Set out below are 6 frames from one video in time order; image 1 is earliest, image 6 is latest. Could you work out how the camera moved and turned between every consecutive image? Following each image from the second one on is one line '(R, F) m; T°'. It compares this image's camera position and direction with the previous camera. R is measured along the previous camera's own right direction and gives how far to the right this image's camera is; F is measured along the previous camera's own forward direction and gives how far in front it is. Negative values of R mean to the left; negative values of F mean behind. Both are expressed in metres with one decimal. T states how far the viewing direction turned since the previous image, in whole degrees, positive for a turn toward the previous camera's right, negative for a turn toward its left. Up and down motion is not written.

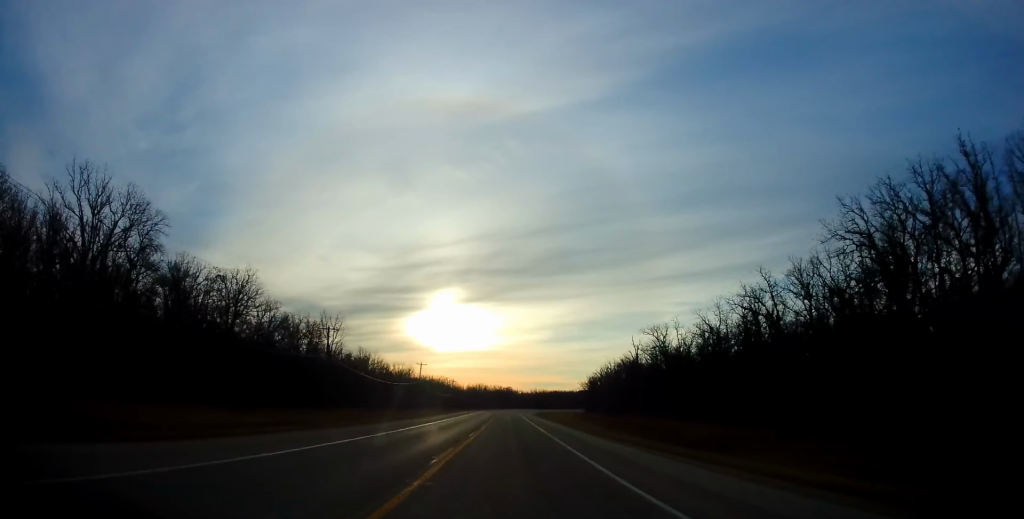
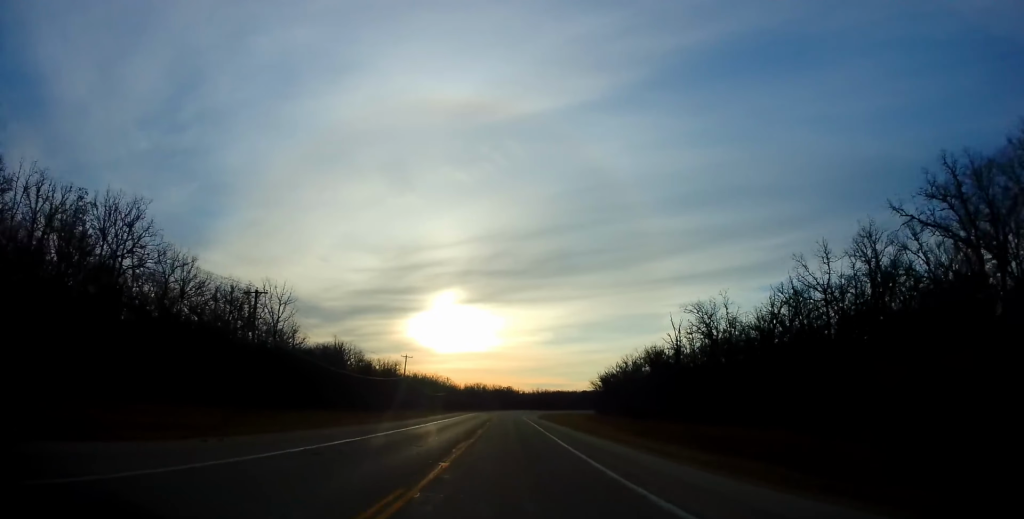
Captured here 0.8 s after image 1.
(+0.1, +20.8) m; 0°
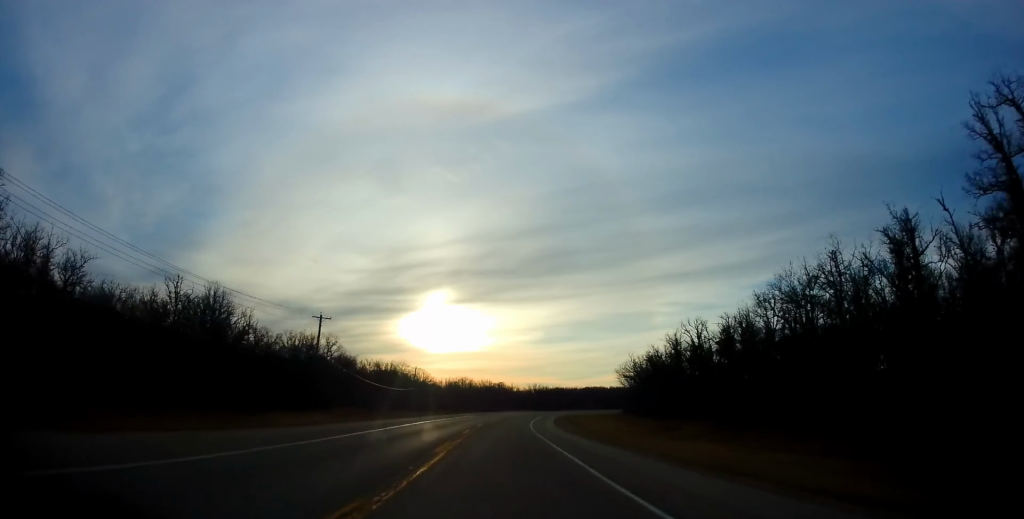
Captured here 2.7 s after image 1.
(0.0, +49.9) m; +1°
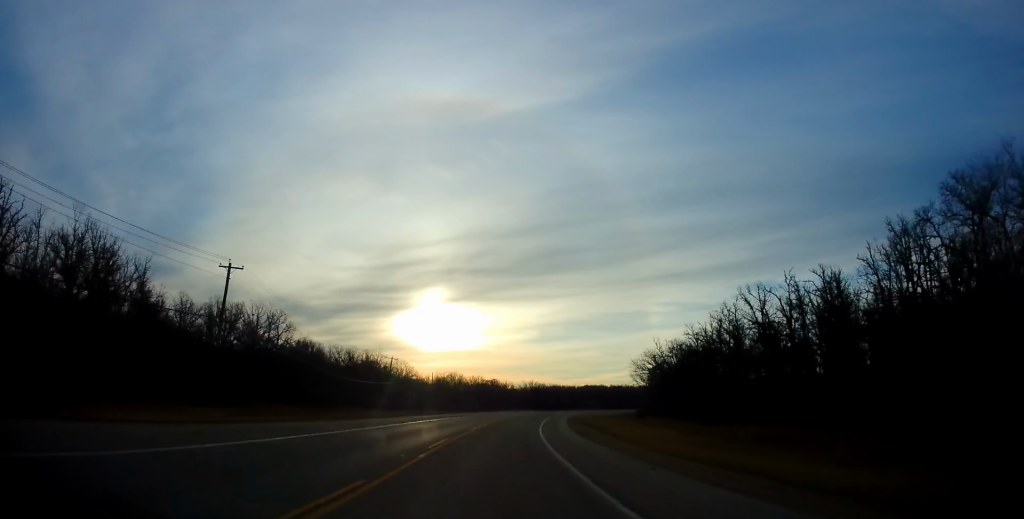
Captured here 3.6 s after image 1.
(+0.1, +22.3) m; +1°
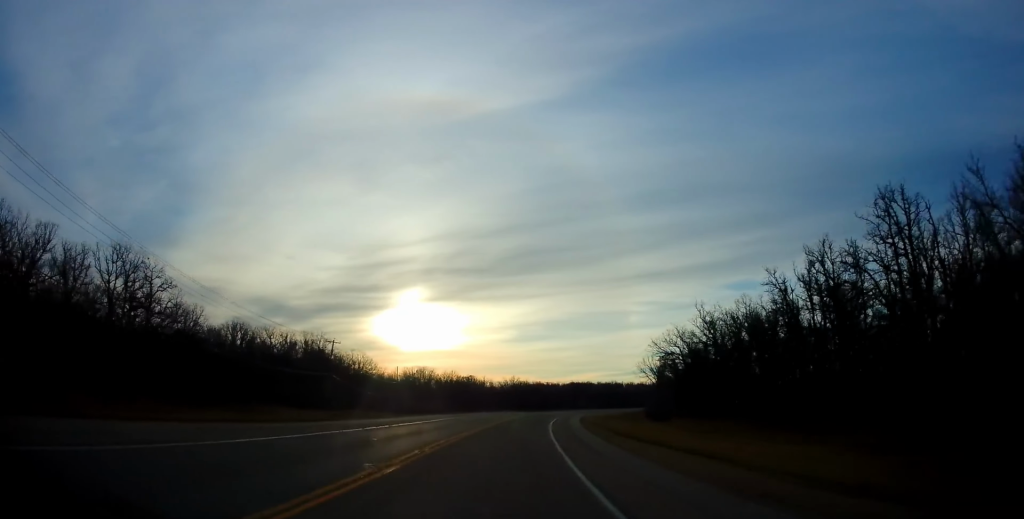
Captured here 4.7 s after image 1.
(+0.5, +27.0) m; +3°
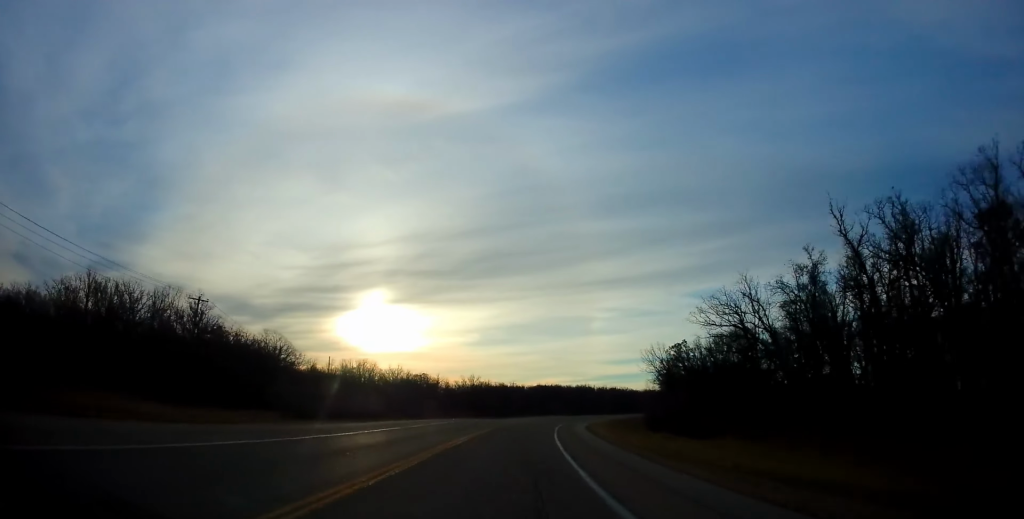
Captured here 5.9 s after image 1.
(+0.9, +30.9) m; +4°
